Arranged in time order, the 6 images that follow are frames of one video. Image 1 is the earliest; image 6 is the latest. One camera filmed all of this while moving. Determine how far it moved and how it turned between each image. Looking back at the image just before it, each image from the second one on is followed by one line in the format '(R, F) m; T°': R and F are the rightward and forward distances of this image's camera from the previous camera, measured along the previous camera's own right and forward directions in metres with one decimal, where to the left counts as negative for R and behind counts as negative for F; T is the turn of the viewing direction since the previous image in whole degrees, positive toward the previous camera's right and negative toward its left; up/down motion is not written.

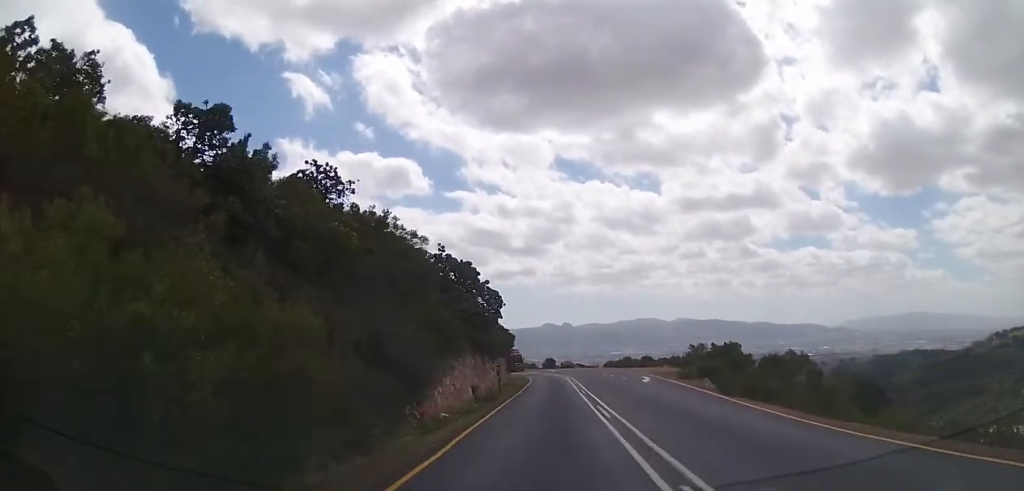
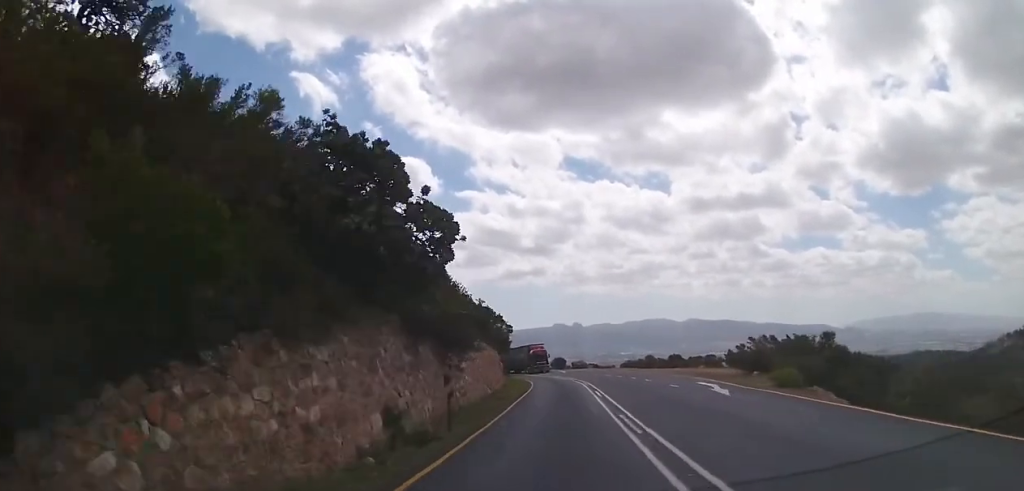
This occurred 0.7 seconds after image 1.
(0.0, +15.8) m; 0°
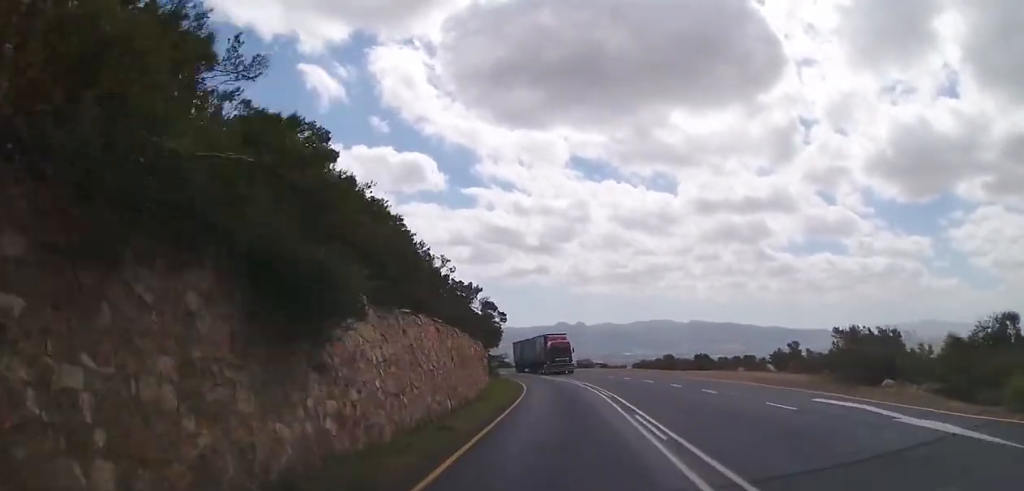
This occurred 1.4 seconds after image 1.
(0.0, +13.7) m; 0°
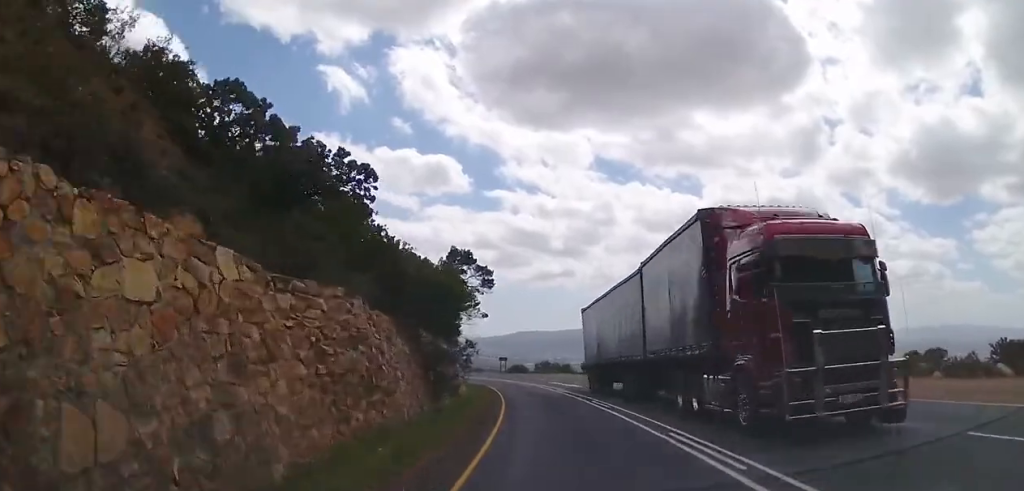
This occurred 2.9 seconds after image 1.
(-0.1, +27.5) m; -2°
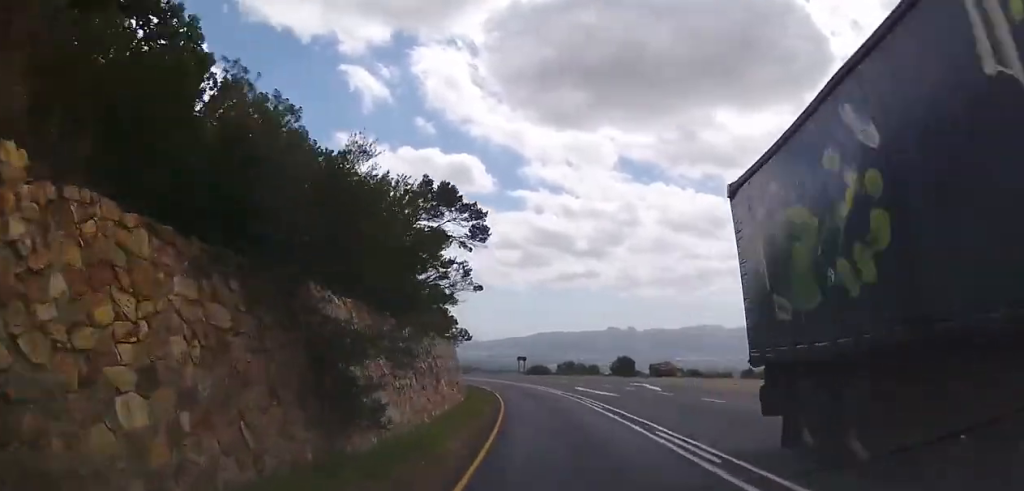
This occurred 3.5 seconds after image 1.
(+0.2, +10.9) m; -2°
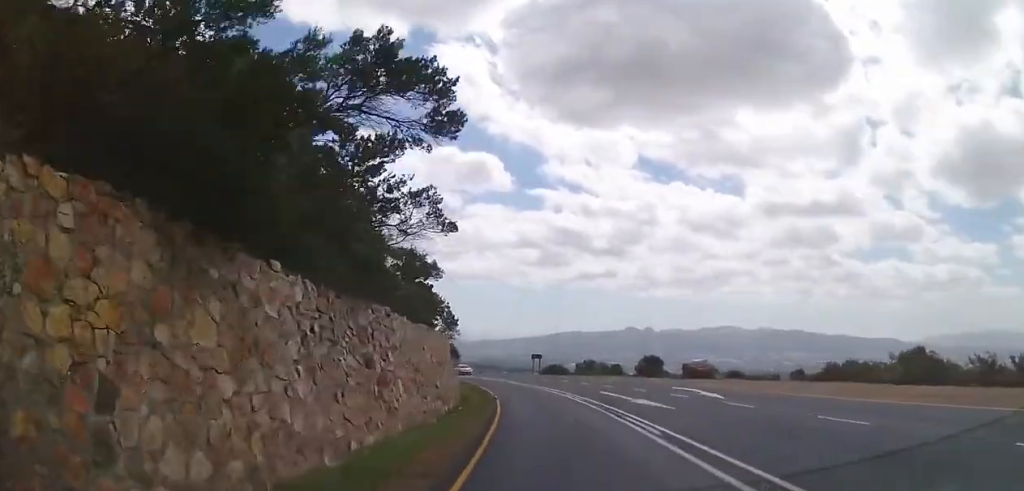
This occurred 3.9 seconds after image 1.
(-0.5, +8.4) m; -3°
